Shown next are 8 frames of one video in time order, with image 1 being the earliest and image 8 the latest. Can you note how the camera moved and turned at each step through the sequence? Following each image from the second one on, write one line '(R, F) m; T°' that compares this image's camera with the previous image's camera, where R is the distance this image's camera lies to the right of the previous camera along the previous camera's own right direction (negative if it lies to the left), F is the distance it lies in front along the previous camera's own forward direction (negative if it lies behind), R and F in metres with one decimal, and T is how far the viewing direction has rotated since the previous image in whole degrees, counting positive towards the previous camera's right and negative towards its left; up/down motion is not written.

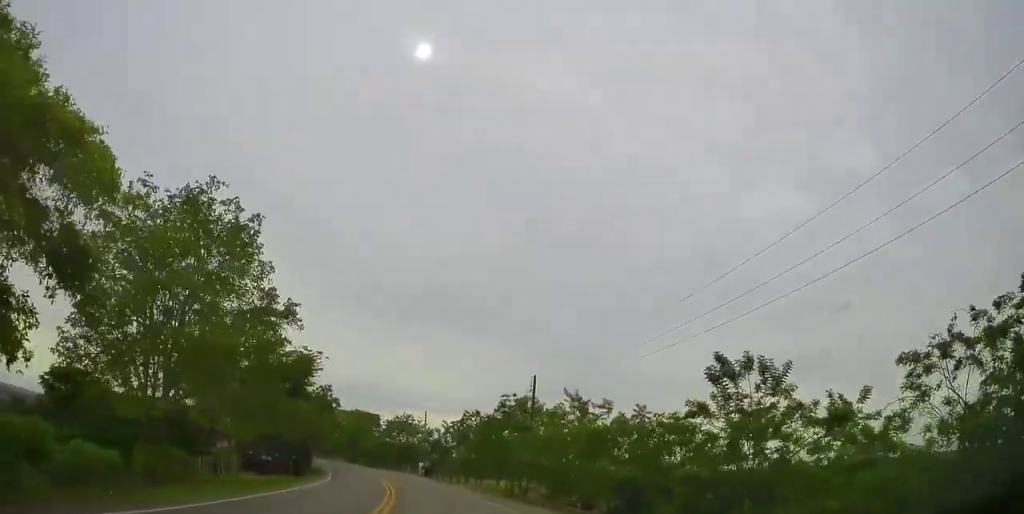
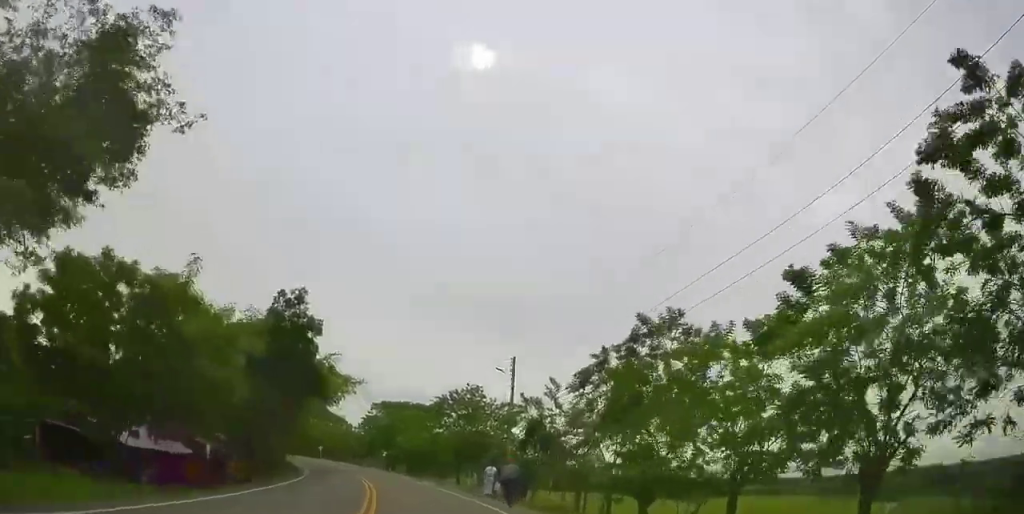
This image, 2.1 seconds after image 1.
(-0.3, +32.8) m; -1°
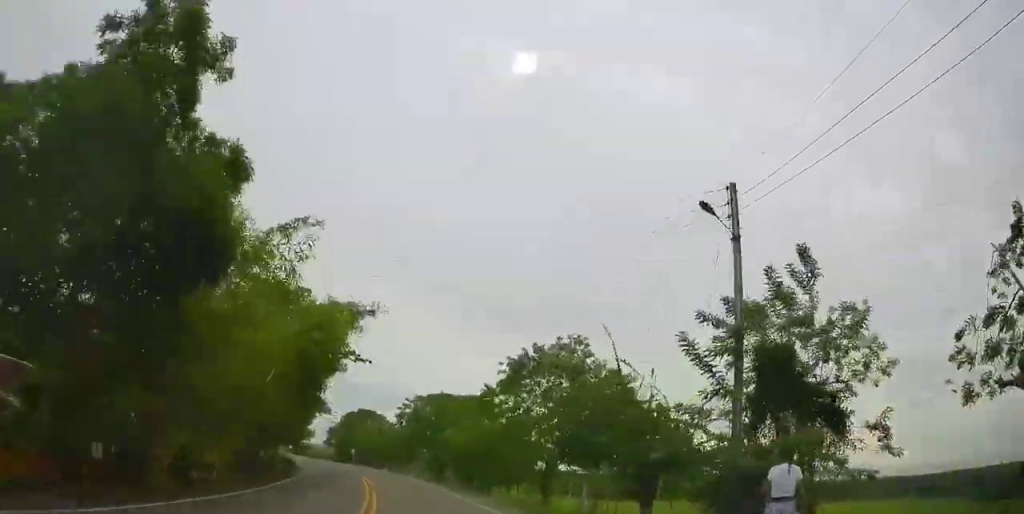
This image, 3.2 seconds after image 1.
(-0.4, +19.4) m; -5°
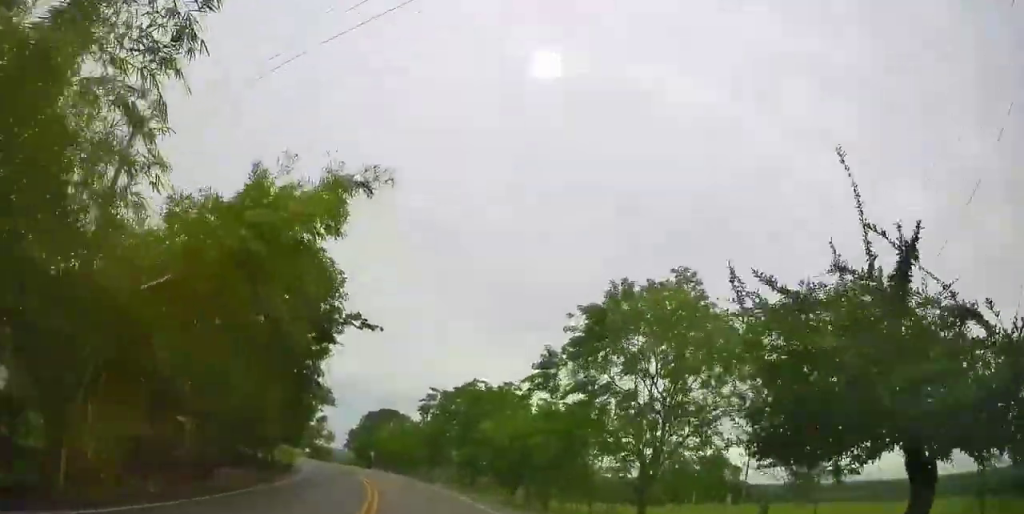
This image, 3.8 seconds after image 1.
(-0.5, +10.2) m; -2°
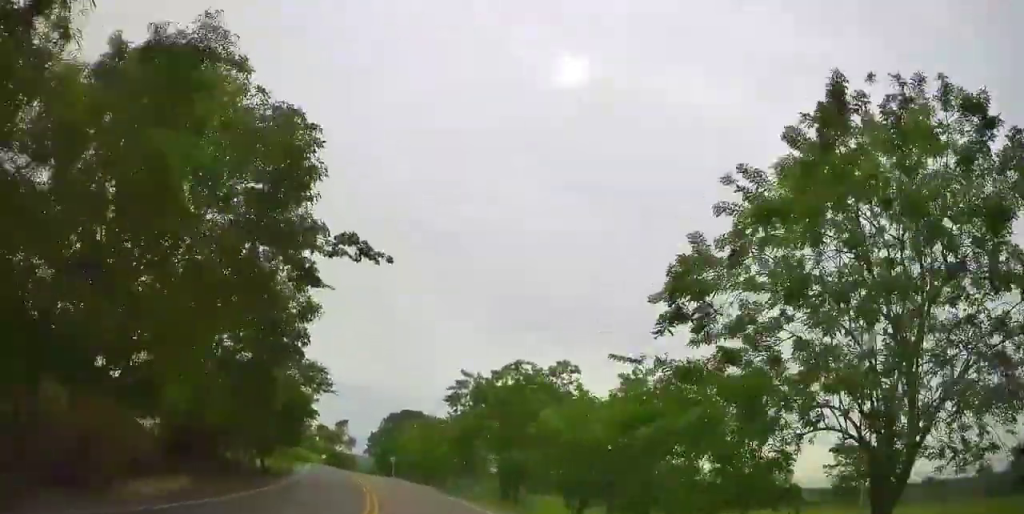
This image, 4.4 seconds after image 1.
(-0.1, +10.0) m; -2°
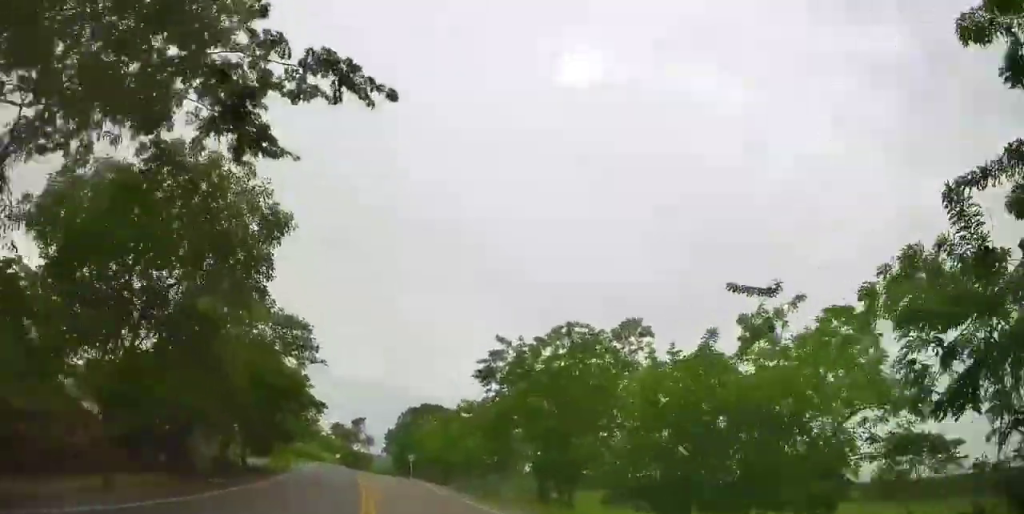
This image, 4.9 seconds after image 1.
(+0.2, +7.9) m; -2°
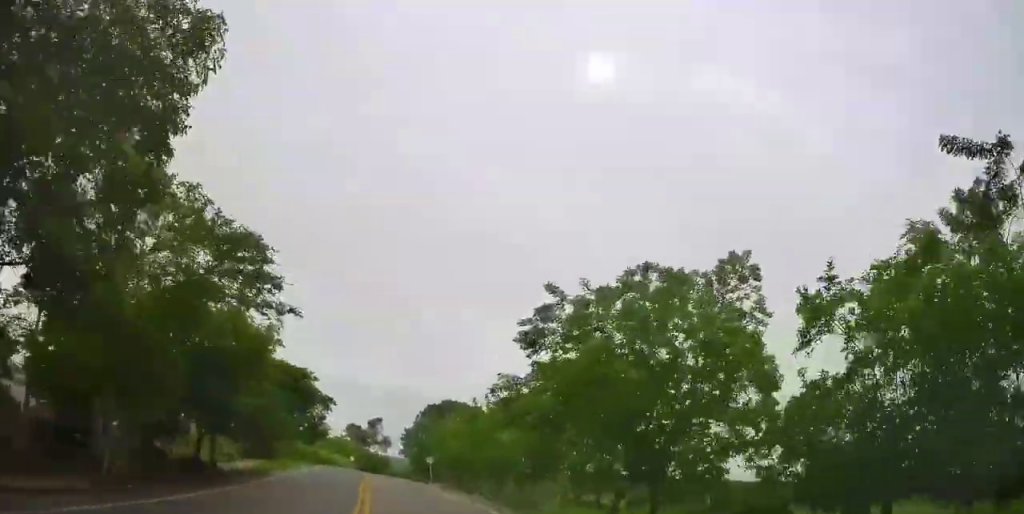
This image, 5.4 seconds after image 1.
(-0.3, +7.3) m; -2°
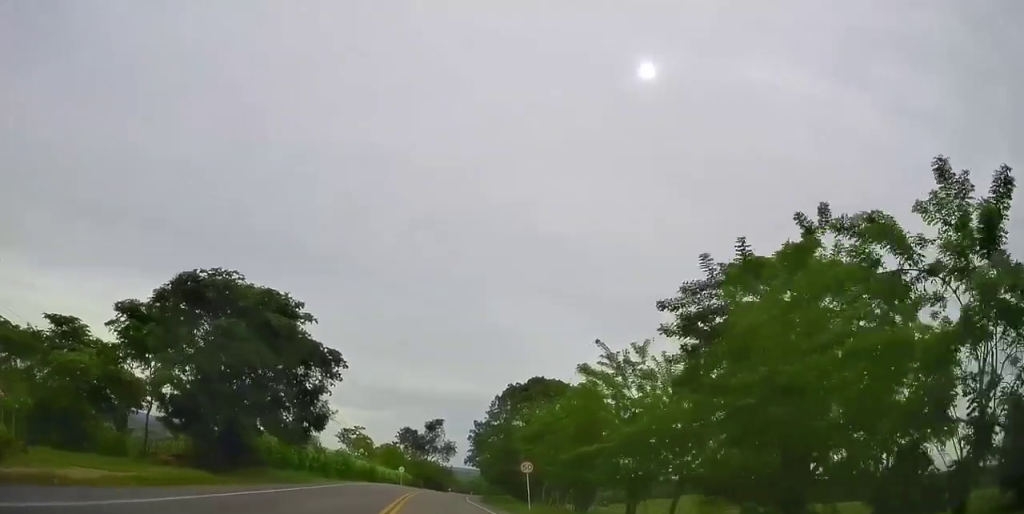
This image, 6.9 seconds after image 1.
(-1.2, +25.4) m; -7°
